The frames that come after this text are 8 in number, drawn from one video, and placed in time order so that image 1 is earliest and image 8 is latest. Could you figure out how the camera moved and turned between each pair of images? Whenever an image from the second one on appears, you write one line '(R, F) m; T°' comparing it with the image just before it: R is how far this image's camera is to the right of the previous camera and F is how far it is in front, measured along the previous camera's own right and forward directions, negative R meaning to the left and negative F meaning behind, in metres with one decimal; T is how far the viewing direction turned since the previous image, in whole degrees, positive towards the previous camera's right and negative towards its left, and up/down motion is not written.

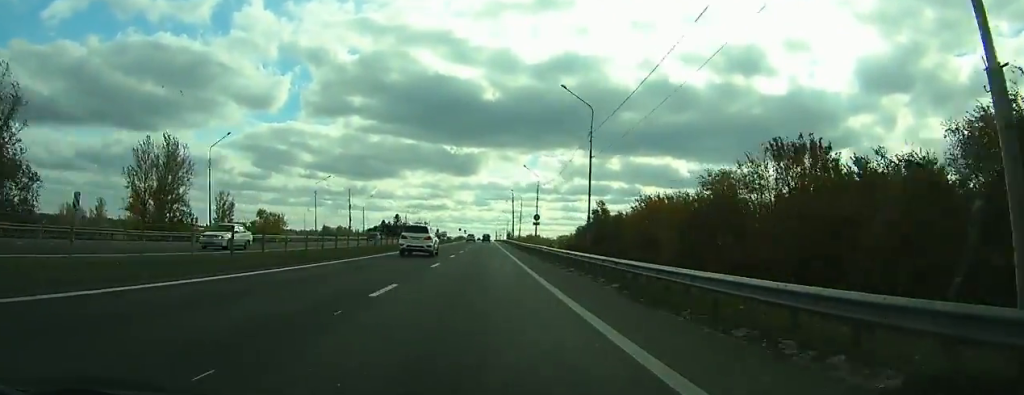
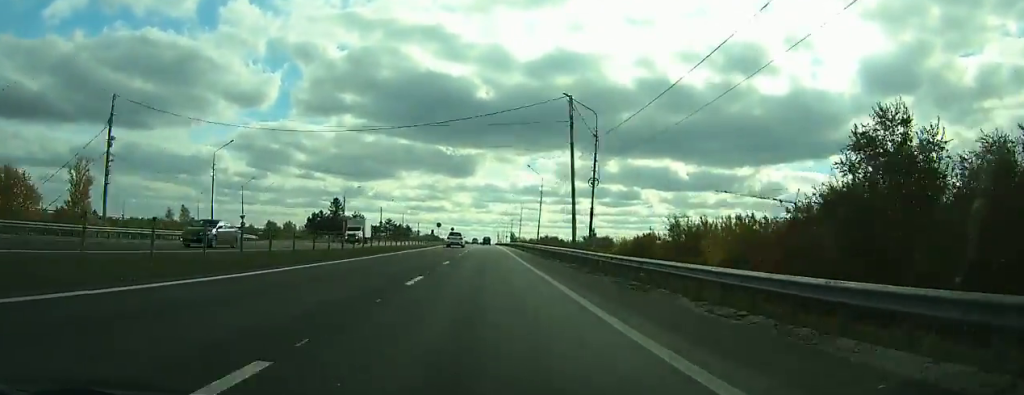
(-1.1, +84.4) m; +1°
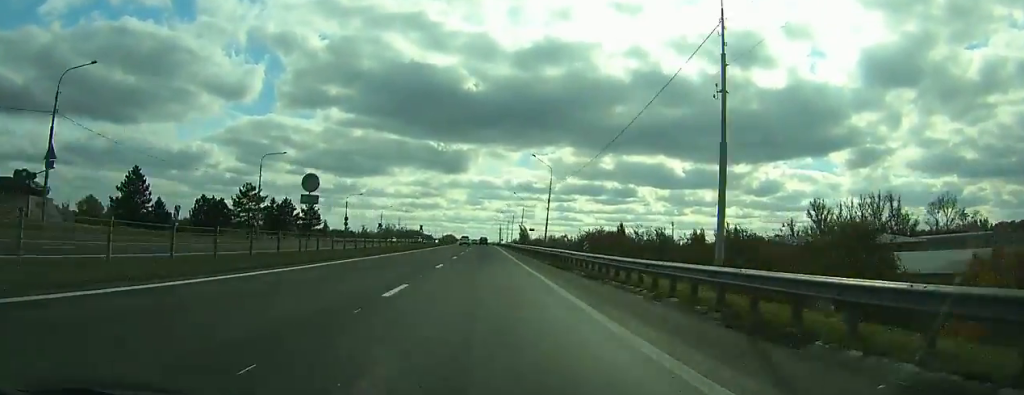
(+1.8, +106.8) m; 0°
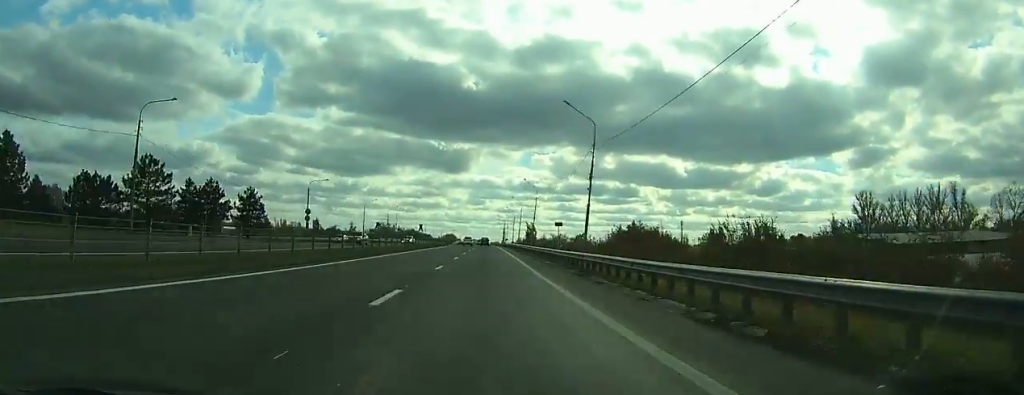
(-0.1, +25.2) m; 0°
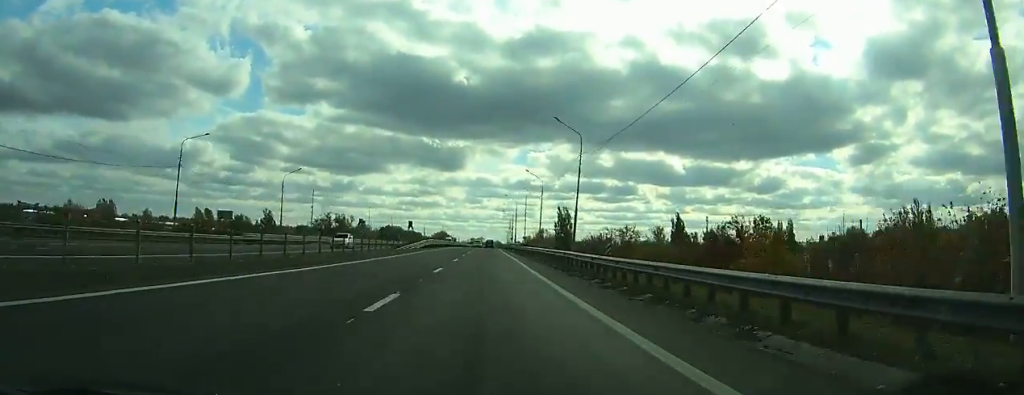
(+0.1, +81.2) m; 0°
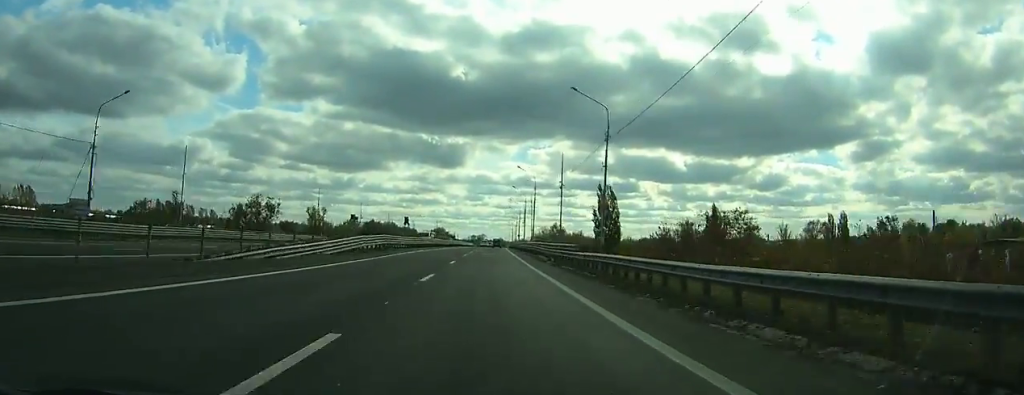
(+0.1, +41.2) m; 0°
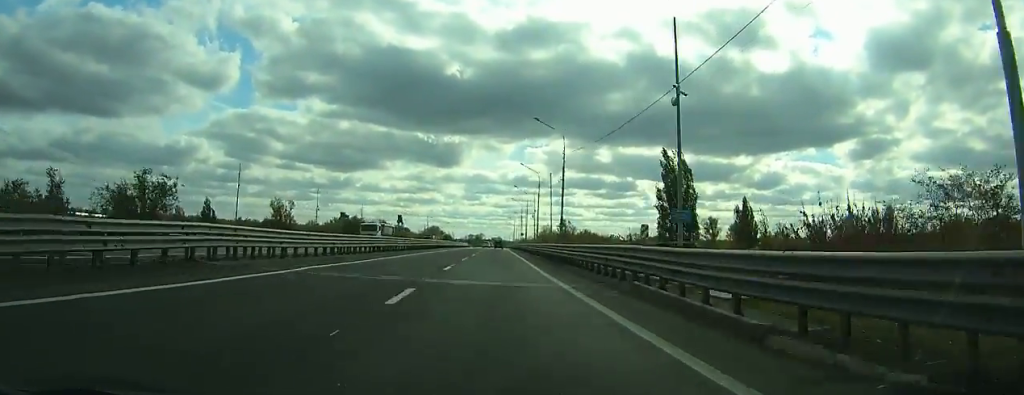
(-0.2, +28.6) m; 0°
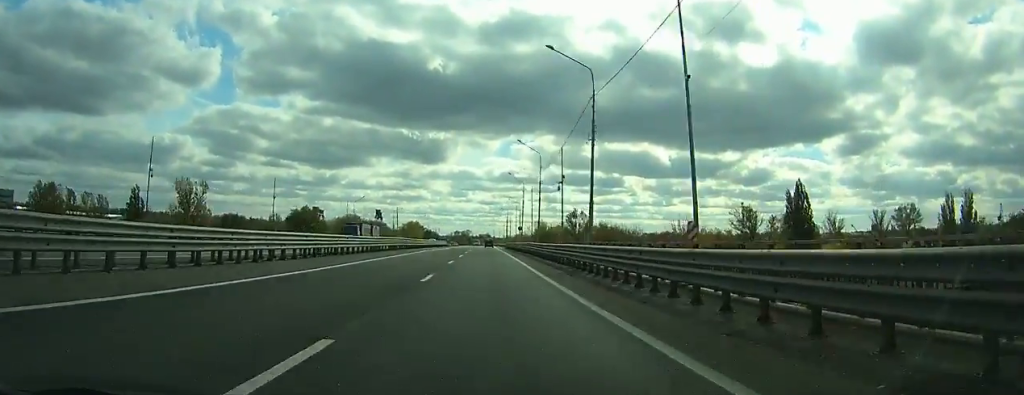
(-0.2, +44.0) m; 0°
